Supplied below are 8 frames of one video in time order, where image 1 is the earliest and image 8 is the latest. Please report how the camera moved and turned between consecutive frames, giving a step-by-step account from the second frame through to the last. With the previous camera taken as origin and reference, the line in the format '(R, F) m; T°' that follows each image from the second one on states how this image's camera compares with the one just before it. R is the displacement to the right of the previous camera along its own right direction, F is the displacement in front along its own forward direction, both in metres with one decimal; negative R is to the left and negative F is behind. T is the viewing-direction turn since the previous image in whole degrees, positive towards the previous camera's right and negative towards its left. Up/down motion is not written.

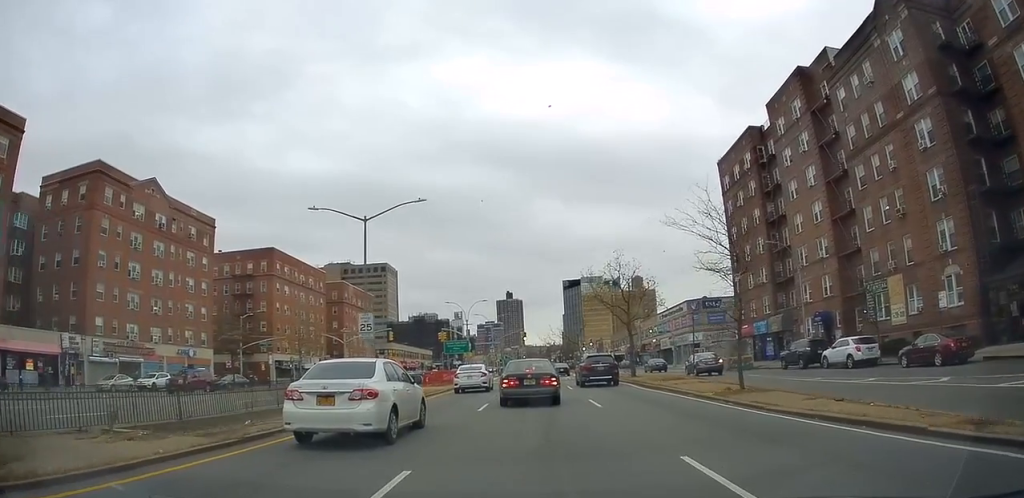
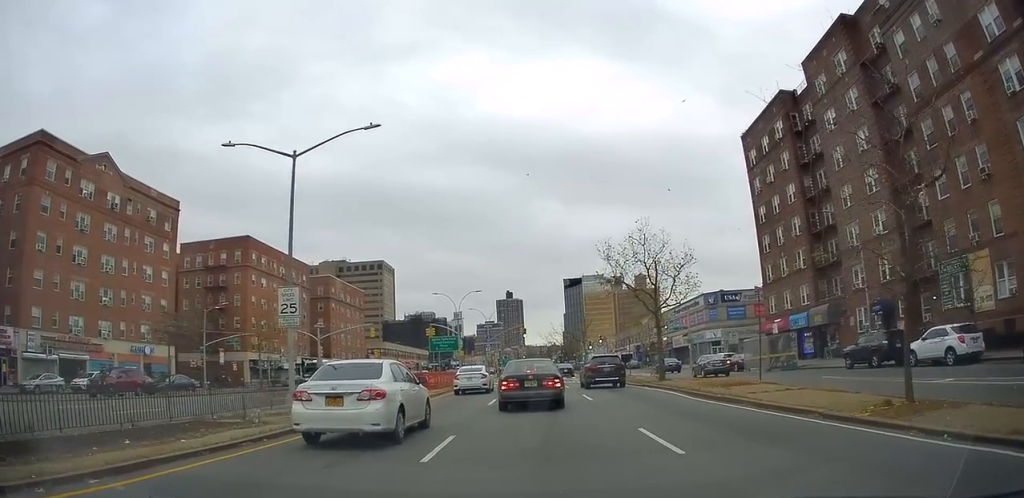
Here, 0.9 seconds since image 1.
(0.0, +9.8) m; +1°
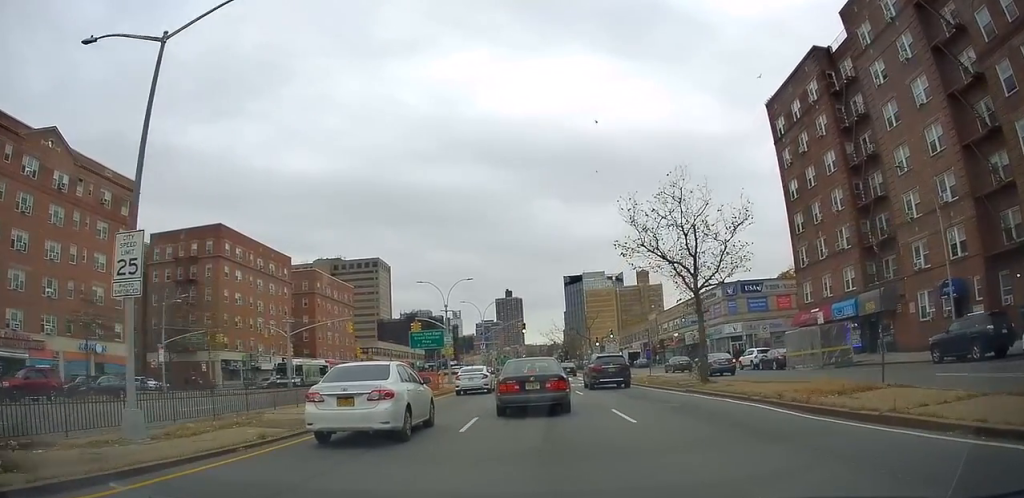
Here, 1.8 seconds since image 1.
(+0.1, +8.5) m; +1°
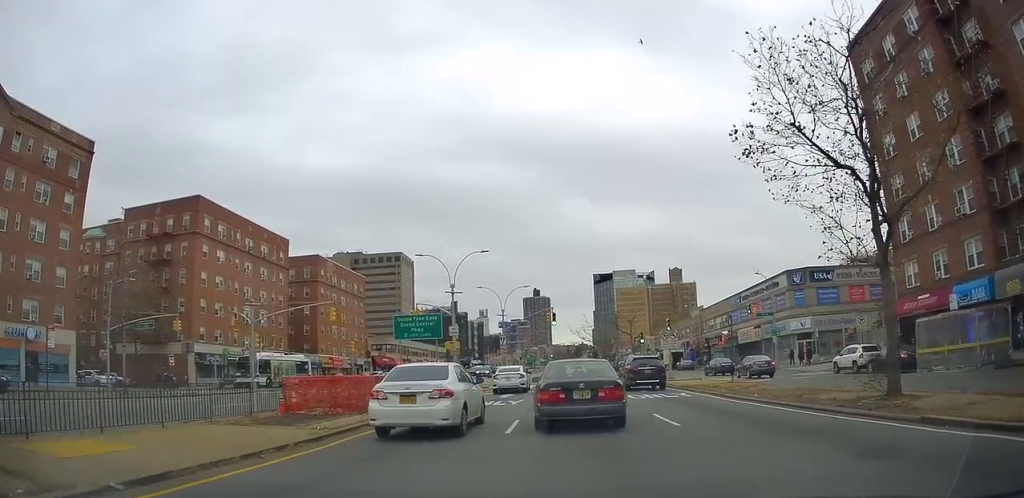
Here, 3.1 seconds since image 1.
(+0.3, +12.4) m; -2°
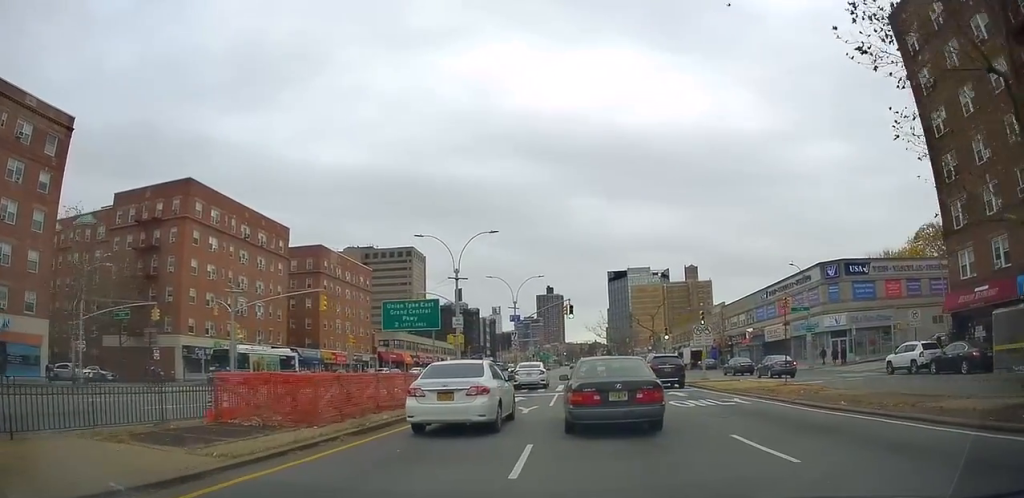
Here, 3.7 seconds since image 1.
(0.0, +4.8) m; -2°
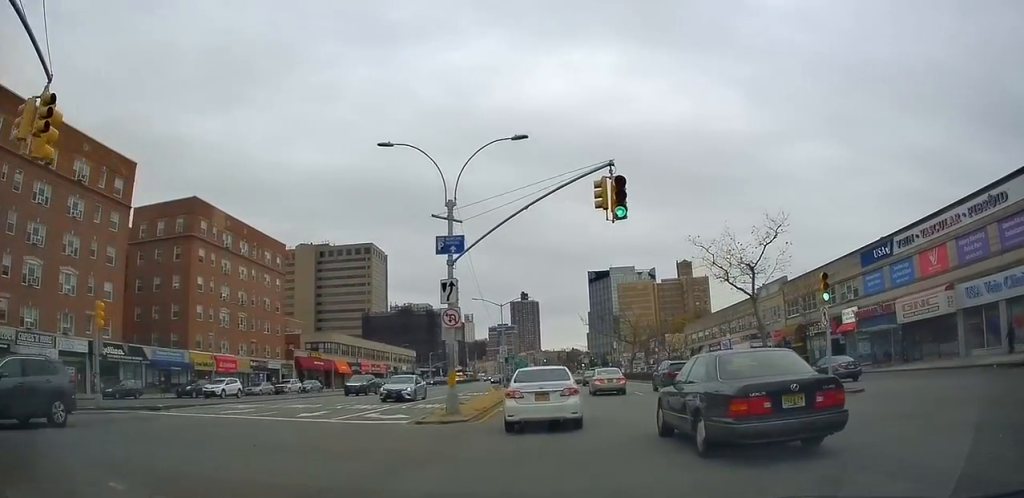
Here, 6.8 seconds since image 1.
(+0.2, +29.7) m; +1°
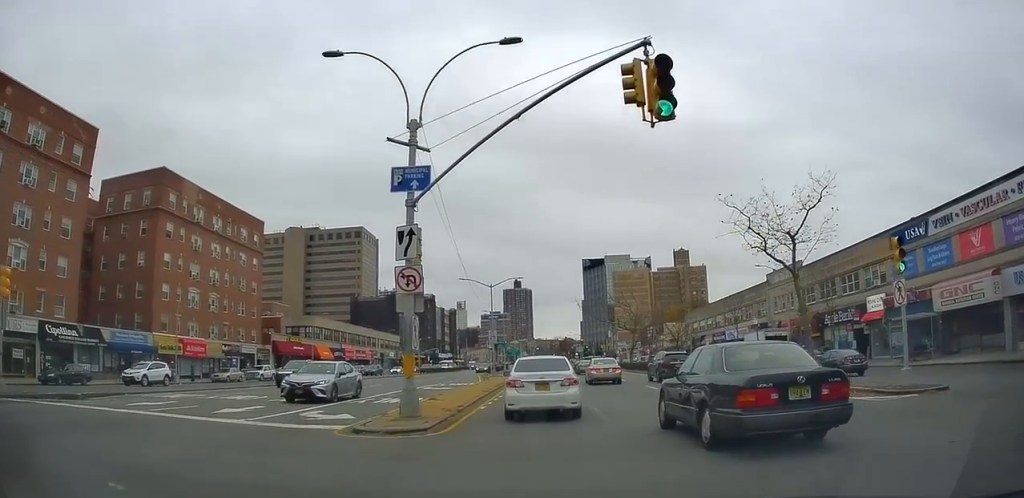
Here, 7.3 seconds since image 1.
(-0.1, +5.0) m; 0°
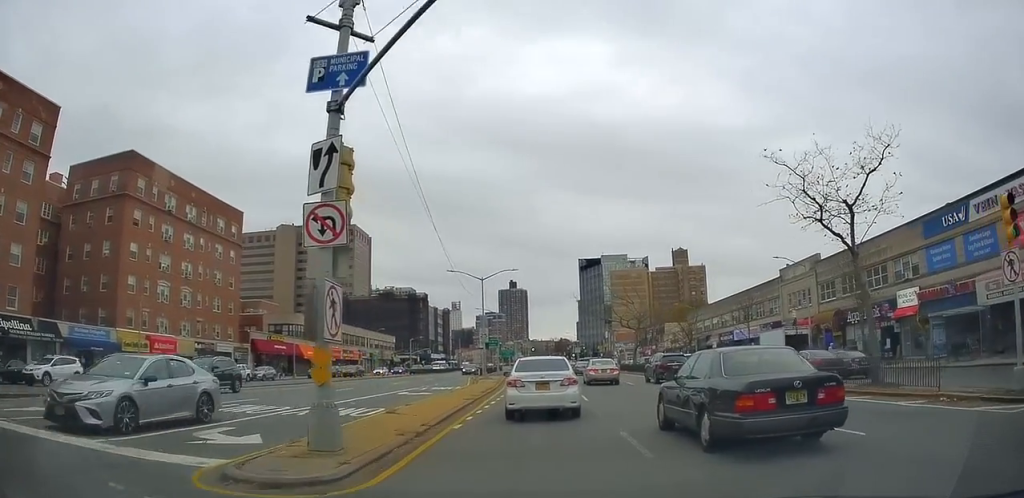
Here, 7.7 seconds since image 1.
(0.0, +4.8) m; 0°
